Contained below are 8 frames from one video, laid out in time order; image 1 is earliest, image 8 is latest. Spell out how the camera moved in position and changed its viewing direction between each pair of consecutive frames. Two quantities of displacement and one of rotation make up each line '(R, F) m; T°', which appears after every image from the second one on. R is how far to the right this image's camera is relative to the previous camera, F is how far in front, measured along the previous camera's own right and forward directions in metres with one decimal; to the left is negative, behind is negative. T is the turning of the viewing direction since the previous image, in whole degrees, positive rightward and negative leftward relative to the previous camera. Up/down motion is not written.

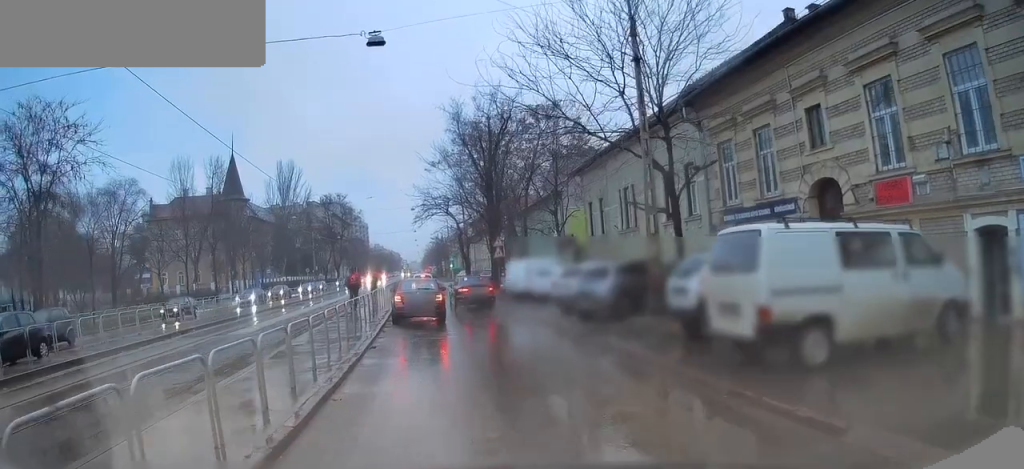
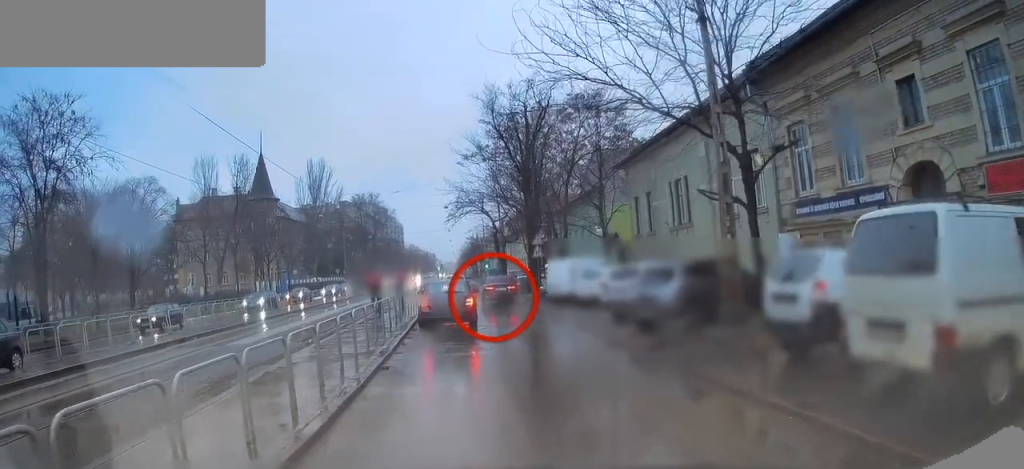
(0.0, +2.8) m; -1°
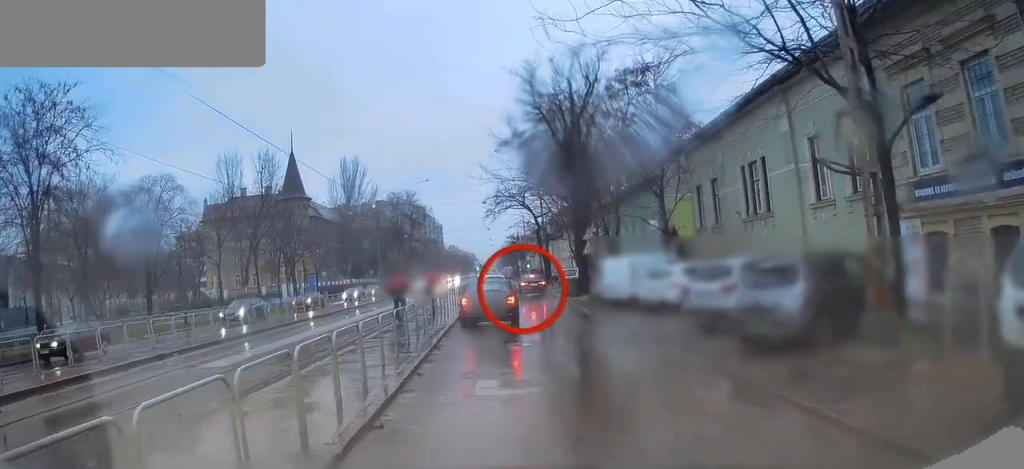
(-0.1, +4.4) m; -3°
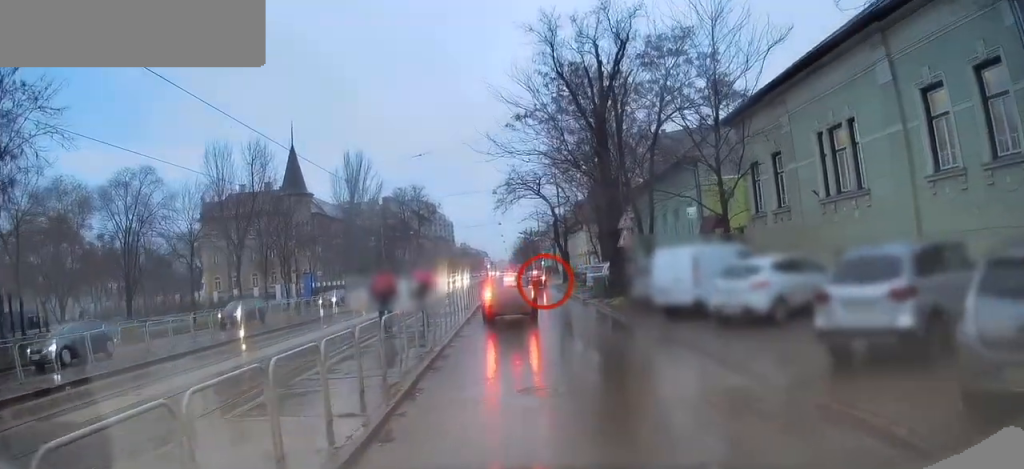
(-0.1, +6.4) m; 0°
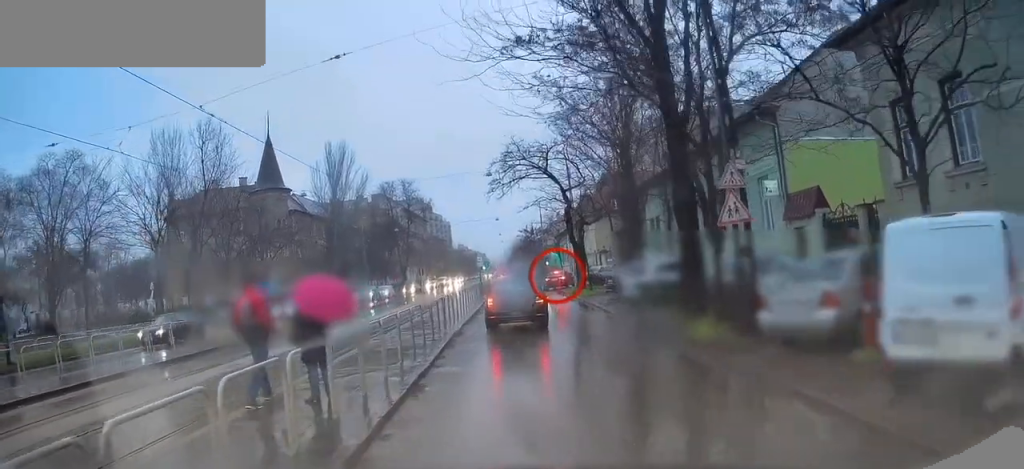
(-0.1, +10.5) m; 0°
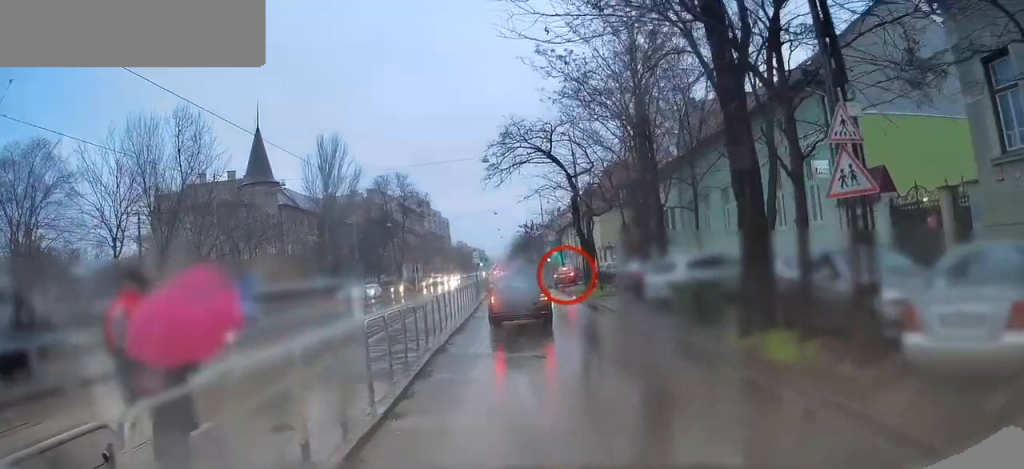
(0.0, +3.9) m; 0°
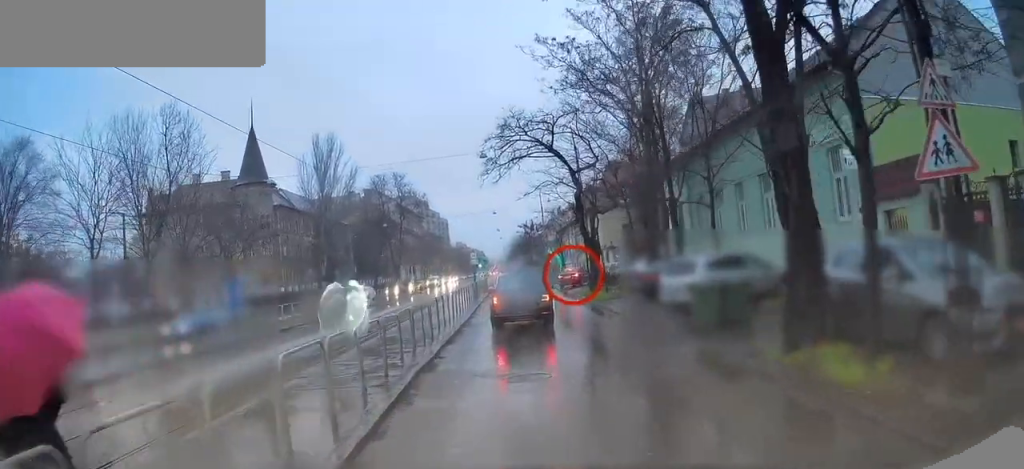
(0.0, +1.9) m; 0°
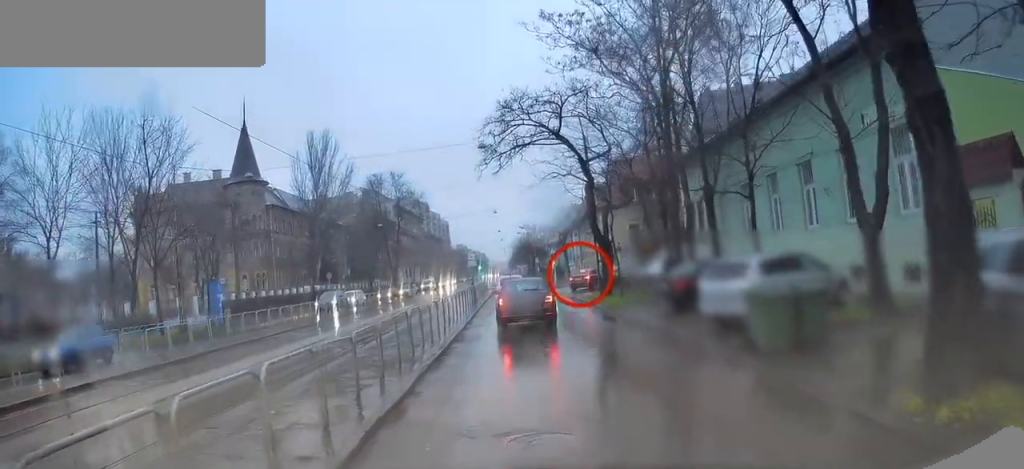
(0.0, +3.5) m; 0°
